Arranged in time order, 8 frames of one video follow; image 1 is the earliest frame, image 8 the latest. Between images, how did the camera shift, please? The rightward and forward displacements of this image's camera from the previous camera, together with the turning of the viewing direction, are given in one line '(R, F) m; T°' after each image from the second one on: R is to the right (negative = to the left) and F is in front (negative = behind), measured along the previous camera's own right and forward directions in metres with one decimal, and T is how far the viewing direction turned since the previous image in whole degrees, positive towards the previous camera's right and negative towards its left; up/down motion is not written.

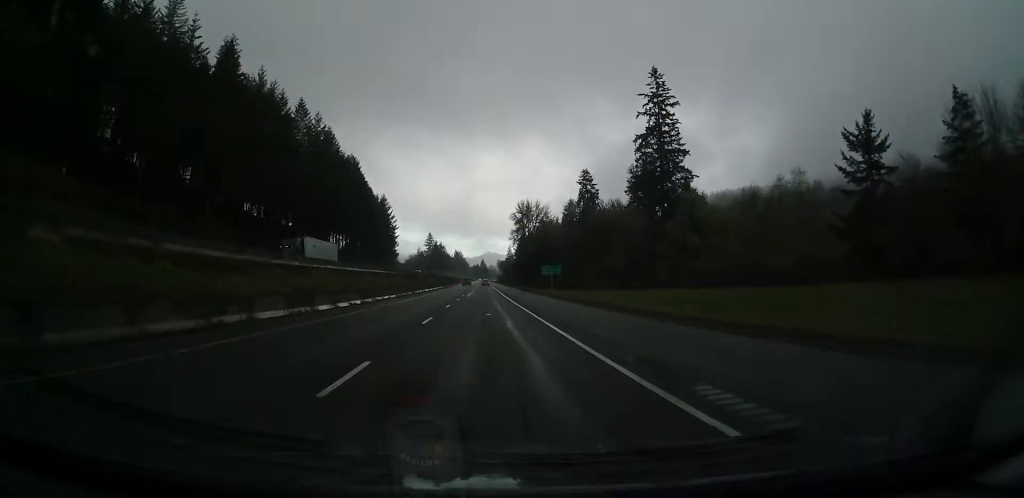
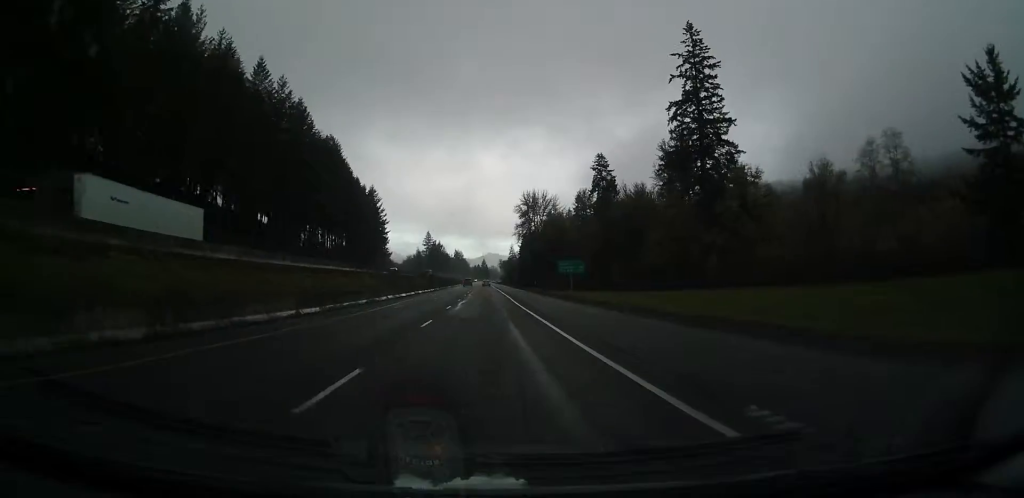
(-0.3, +25.4) m; -1°
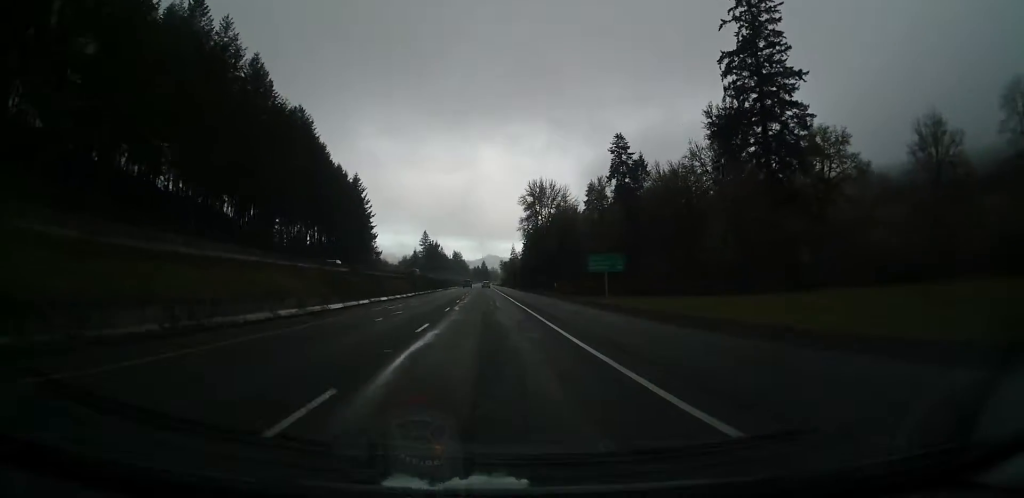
(0.0, +26.5) m; 0°
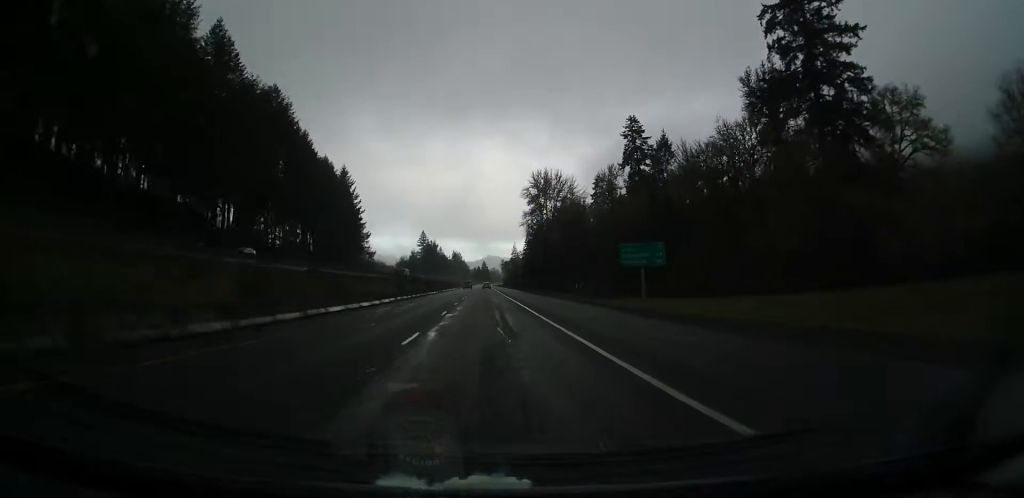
(-0.1, +15.5) m; +1°
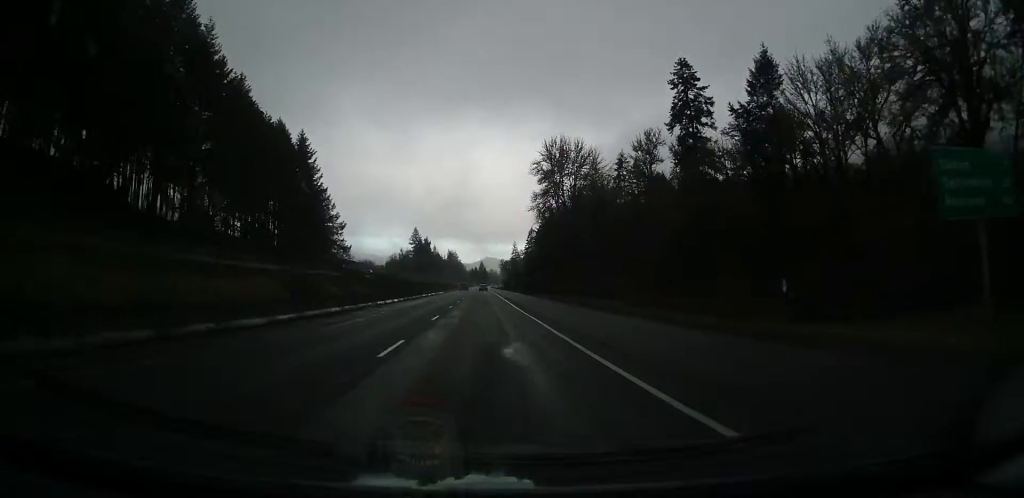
(+0.6, +38.7) m; +1°
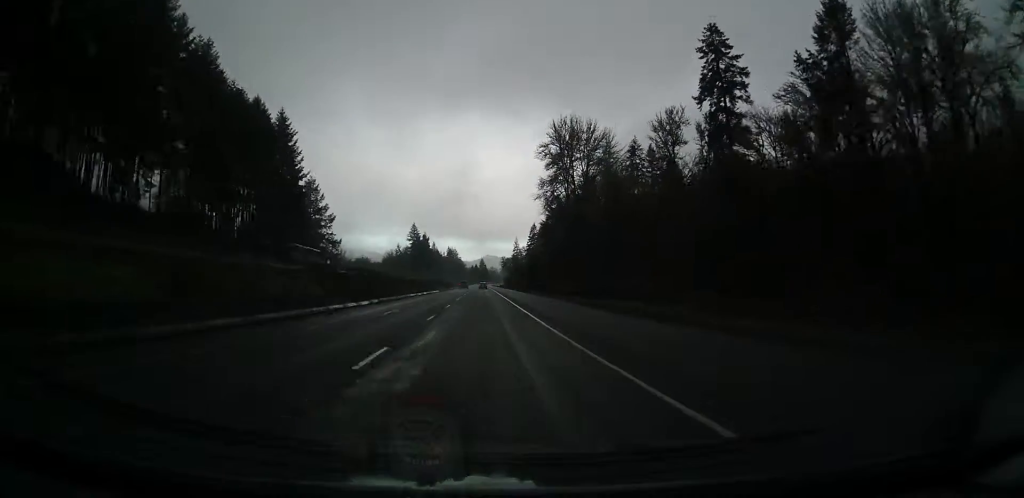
(-0.1, +14.3) m; 0°
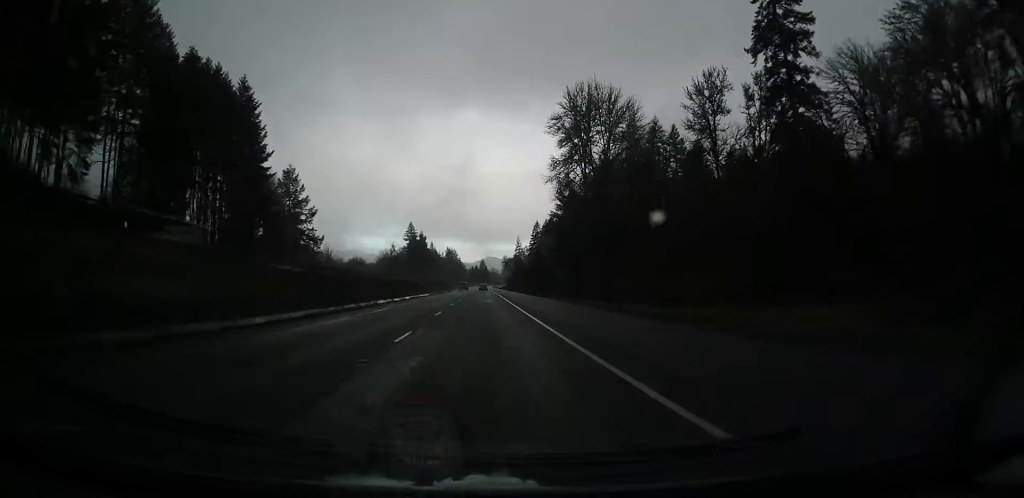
(-0.2, +19.9) m; 0°
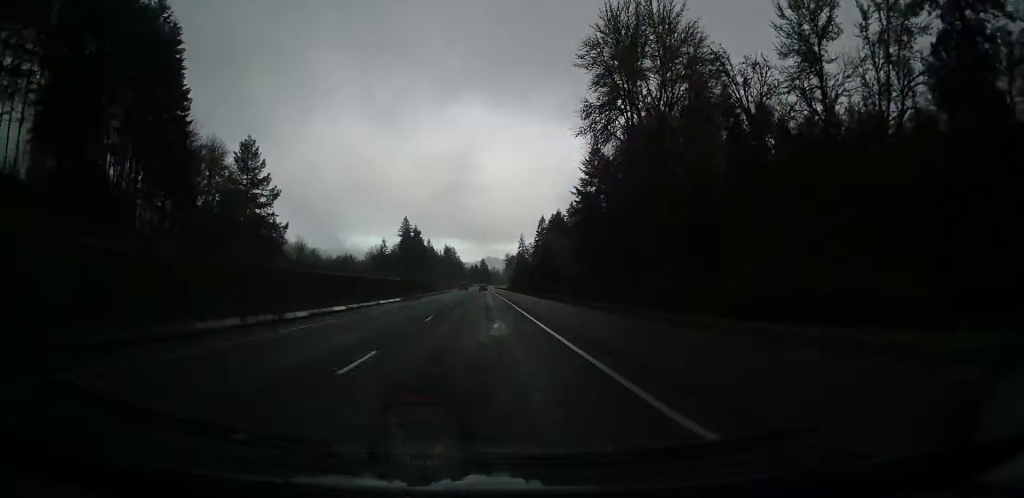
(0.0, +29.6) m; 0°
